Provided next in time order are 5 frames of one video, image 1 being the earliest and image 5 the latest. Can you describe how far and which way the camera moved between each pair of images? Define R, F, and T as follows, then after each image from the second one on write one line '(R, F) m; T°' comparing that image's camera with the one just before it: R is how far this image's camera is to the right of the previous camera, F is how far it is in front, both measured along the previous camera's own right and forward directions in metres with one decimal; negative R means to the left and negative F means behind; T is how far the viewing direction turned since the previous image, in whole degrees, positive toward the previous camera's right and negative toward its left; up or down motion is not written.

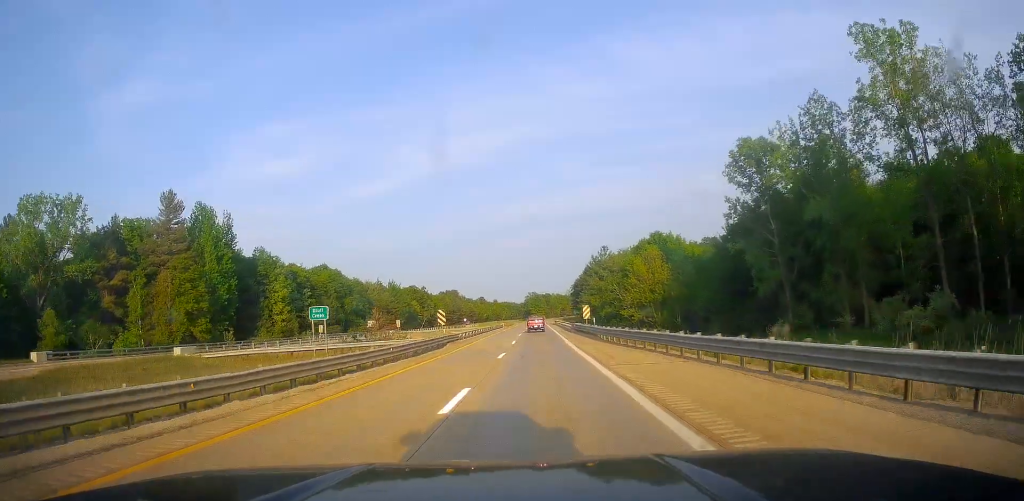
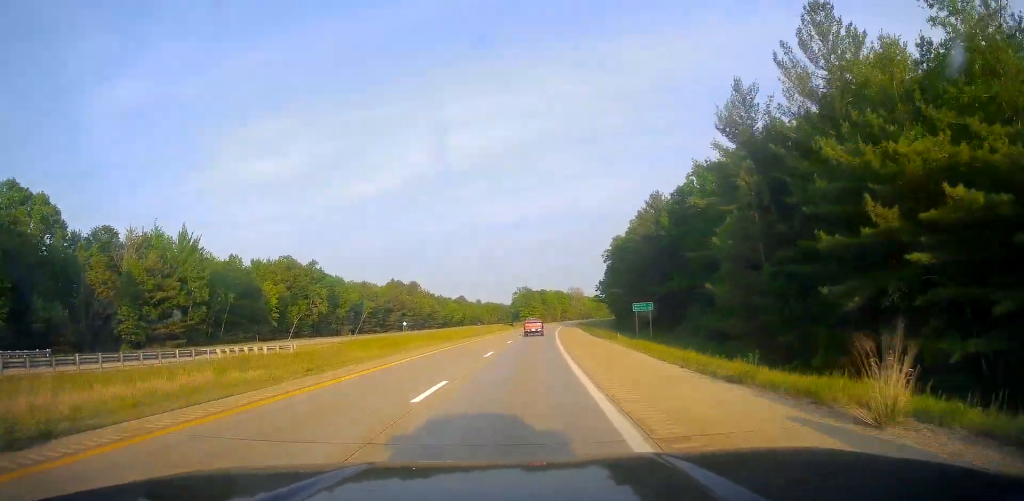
(+0.2, +139.3) m; +1°
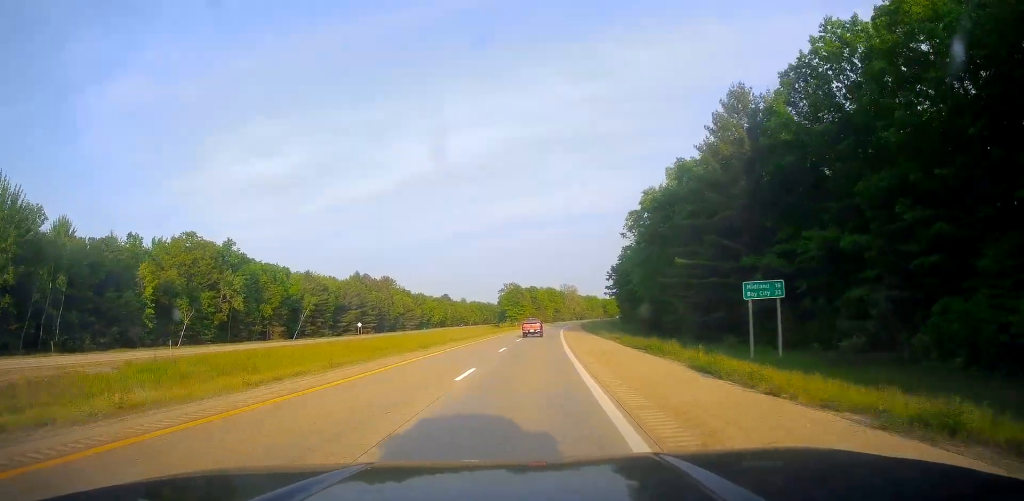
(+0.7, +40.7) m; +1°
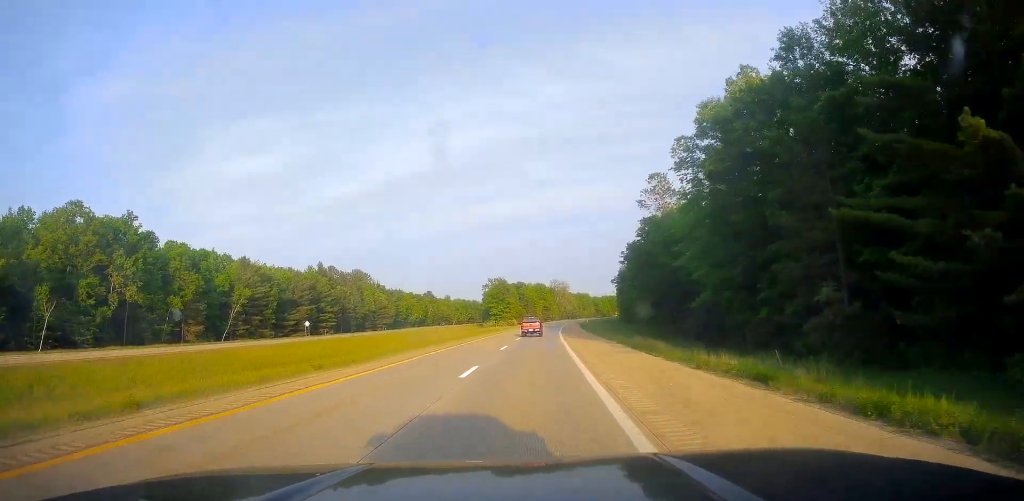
(0.0, +30.0) m; 0°
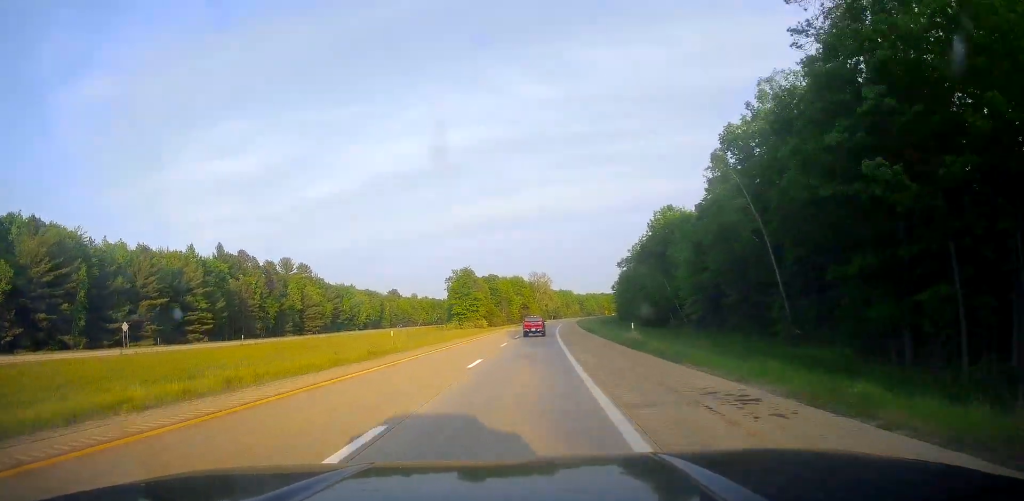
(+1.5, +57.8) m; +3°
